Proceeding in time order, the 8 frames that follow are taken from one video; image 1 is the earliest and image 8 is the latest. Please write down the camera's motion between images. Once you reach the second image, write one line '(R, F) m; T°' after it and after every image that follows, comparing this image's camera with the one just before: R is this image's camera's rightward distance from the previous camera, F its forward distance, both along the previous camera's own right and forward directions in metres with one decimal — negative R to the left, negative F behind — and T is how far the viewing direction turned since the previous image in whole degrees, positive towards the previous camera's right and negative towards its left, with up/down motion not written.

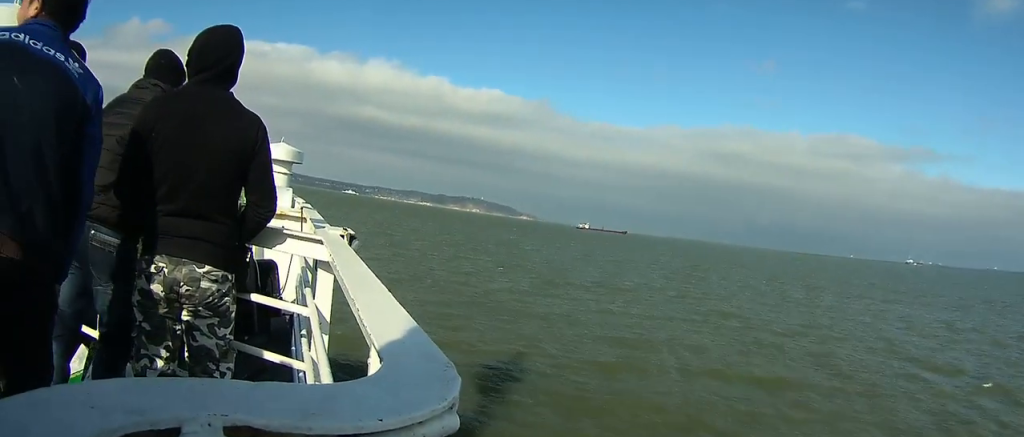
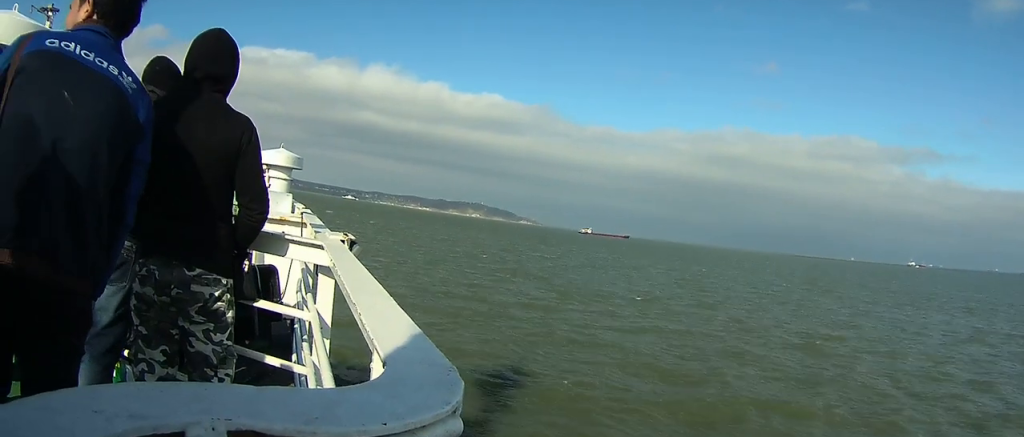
(+0.1, +4.6) m; +1°
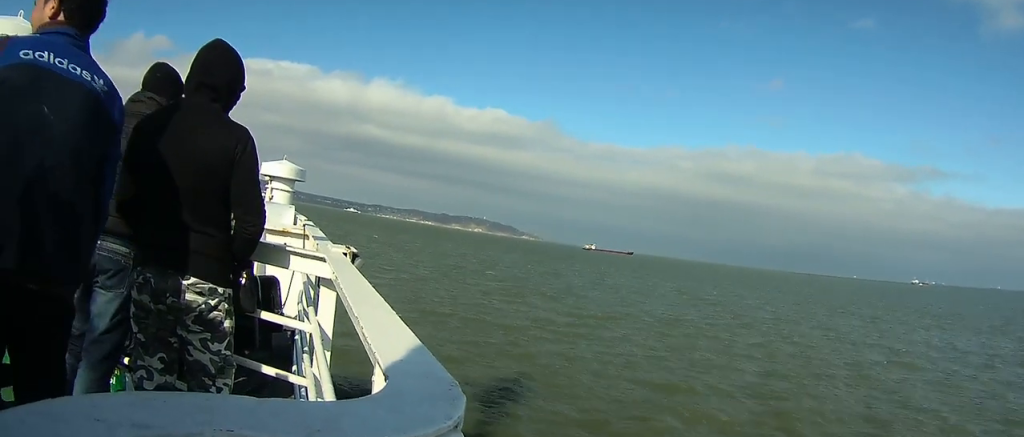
(0.0, +3.4) m; 0°
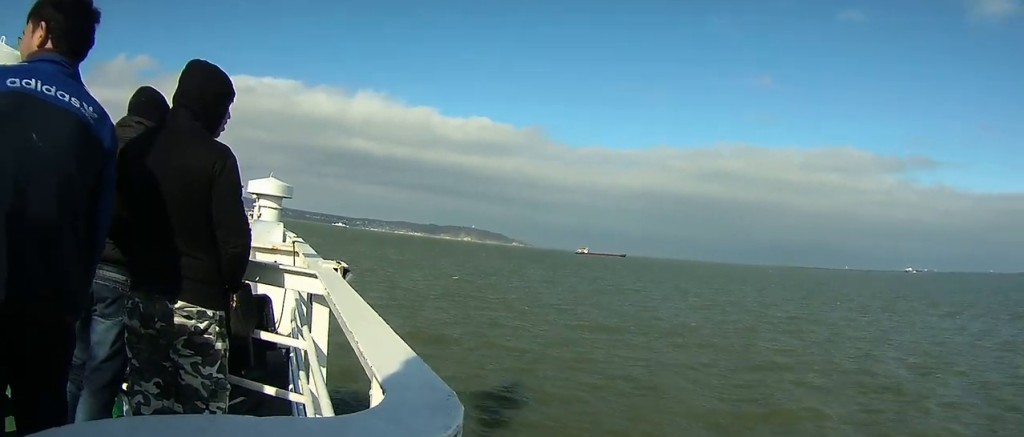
(0.0, +4.6) m; -1°
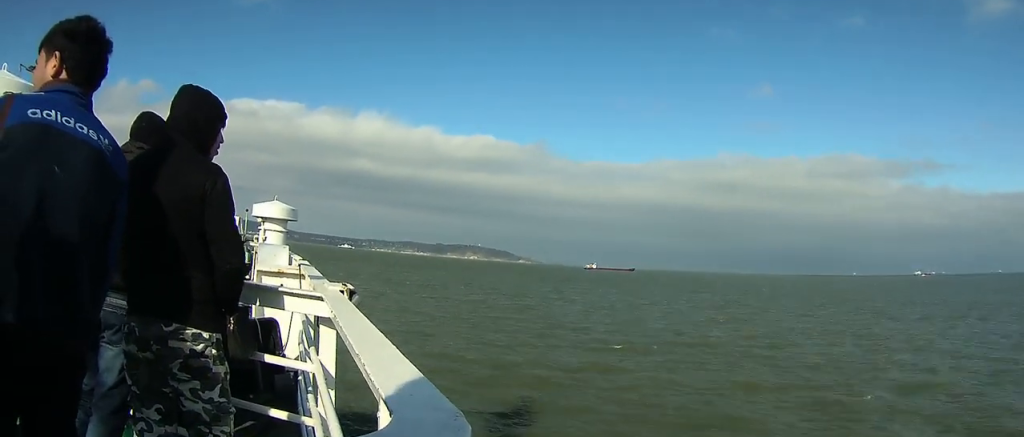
(0.0, +2.9) m; -1°
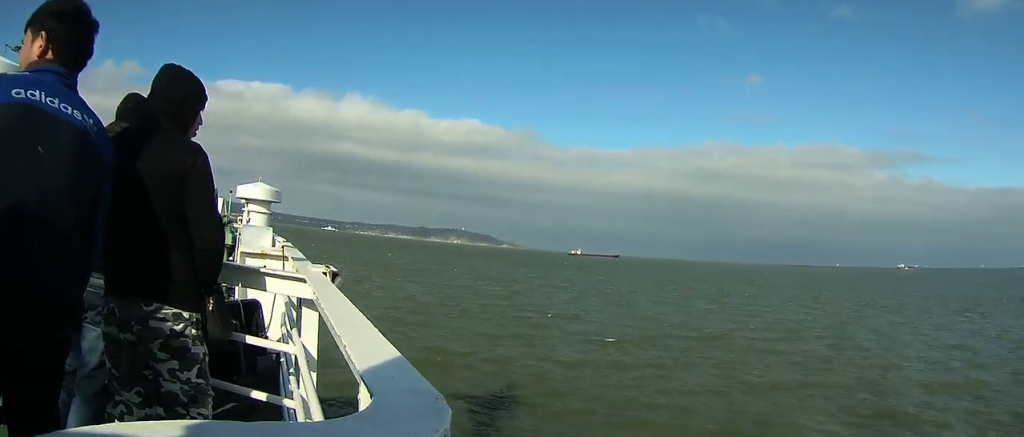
(0.0, +2.4) m; -1°
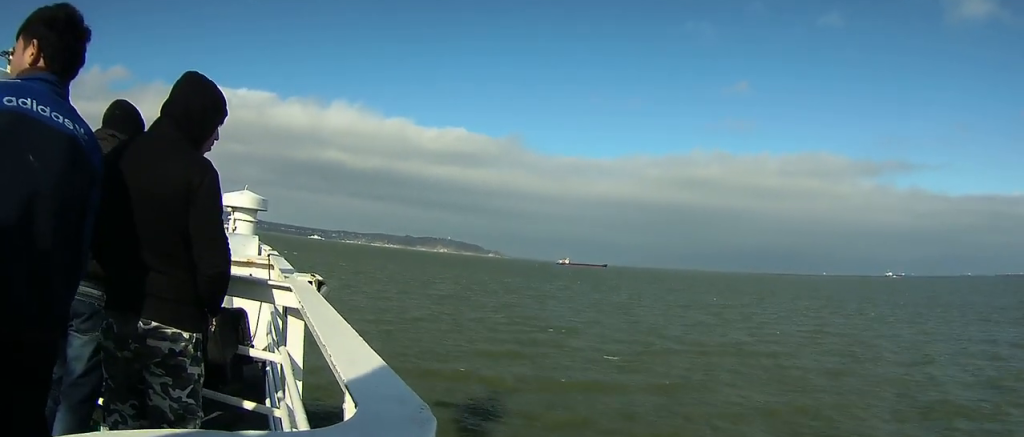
(0.0, +3.0) m; -1°
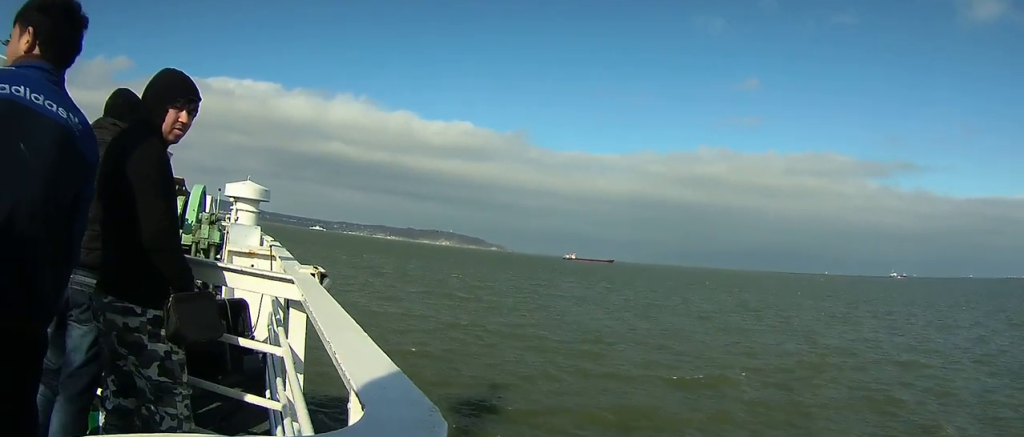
(0.0, +8.7) m; +1°
